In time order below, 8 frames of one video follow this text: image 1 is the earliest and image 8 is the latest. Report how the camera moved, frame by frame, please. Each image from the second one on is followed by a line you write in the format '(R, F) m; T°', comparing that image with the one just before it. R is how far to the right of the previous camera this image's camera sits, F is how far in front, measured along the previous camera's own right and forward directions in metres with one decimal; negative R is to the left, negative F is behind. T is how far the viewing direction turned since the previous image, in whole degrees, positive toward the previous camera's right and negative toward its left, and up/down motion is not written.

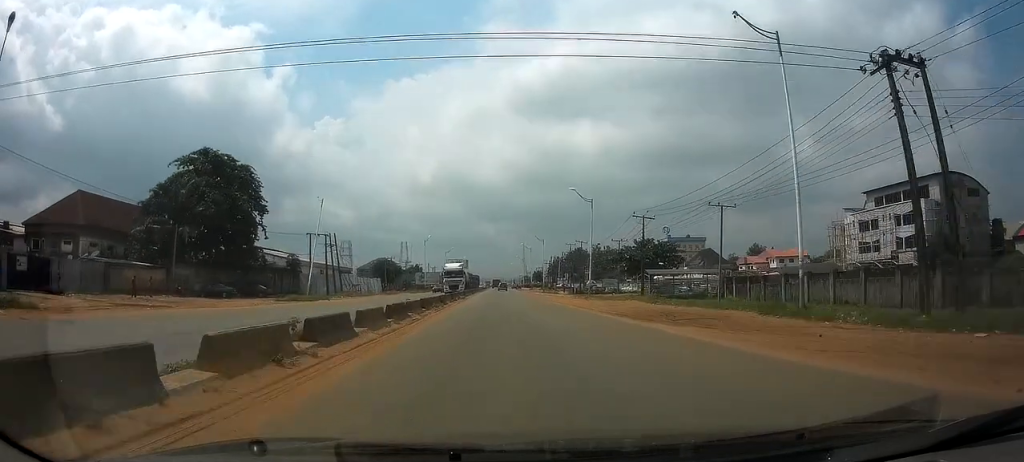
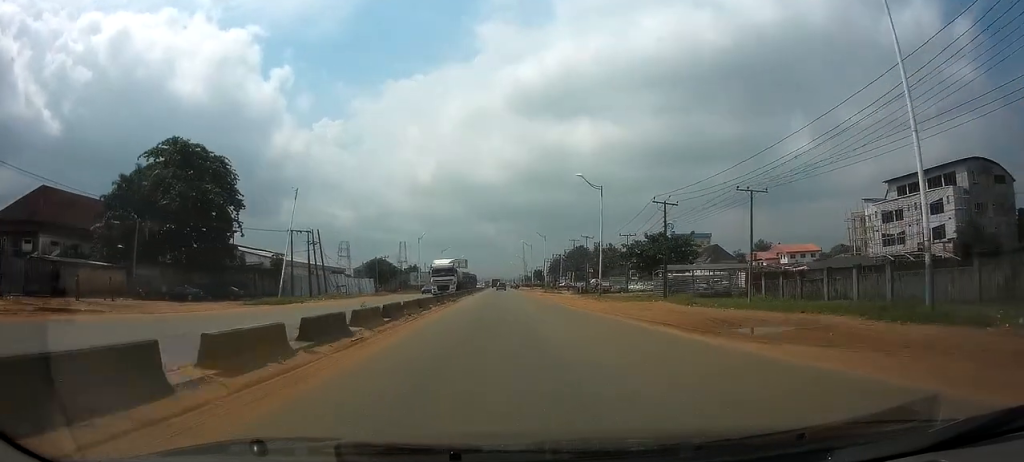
(+0.1, +7.0) m; 0°
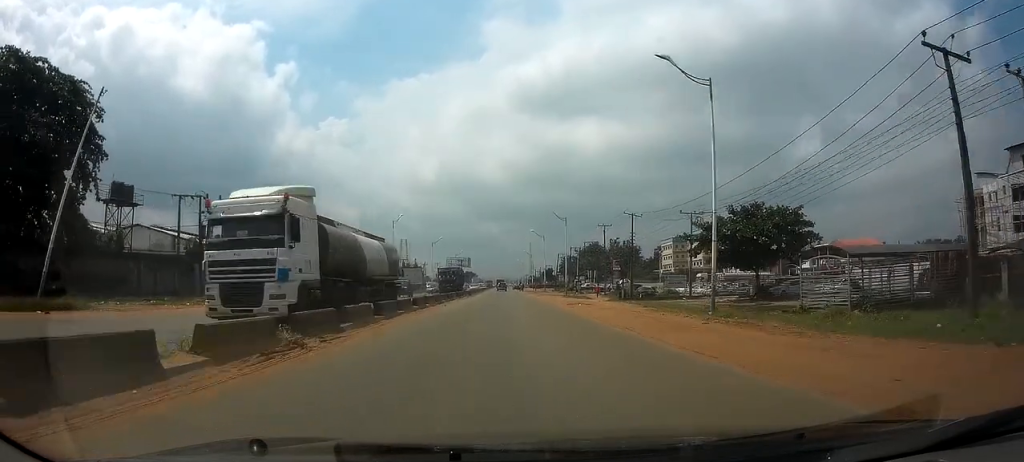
(0.0, +28.5) m; 0°
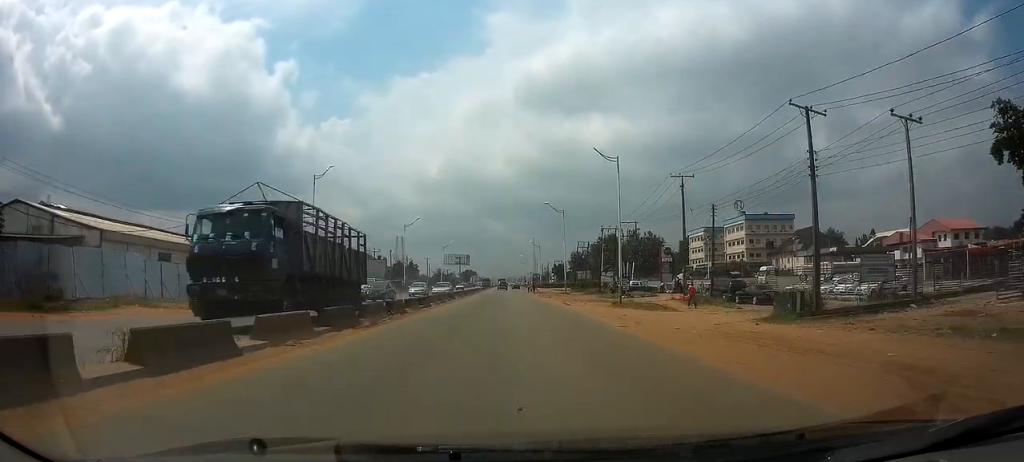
(-0.3, +34.3) m; -1°
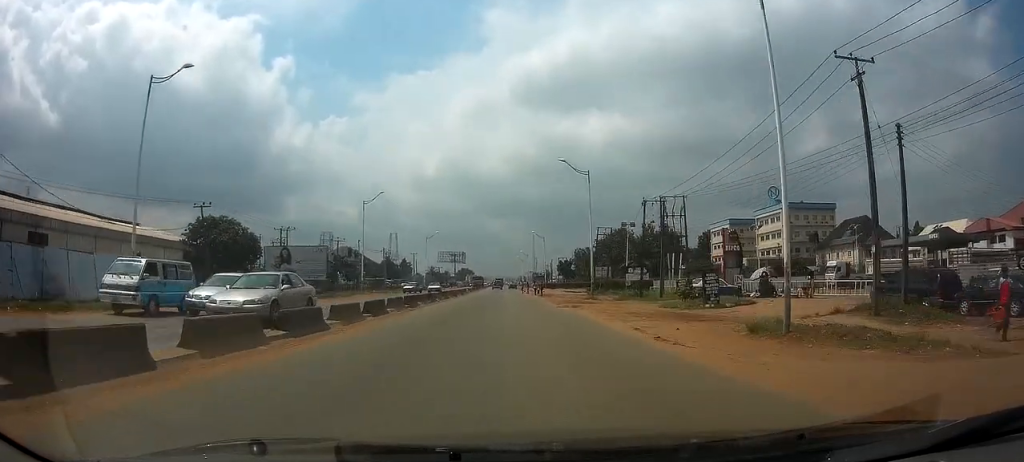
(0.0, +24.1) m; 0°
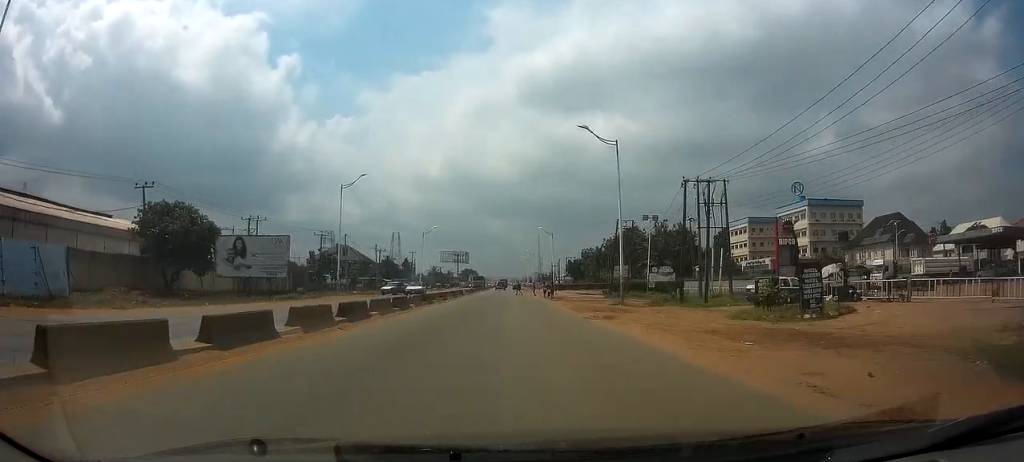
(+0.1, +10.5) m; 0°
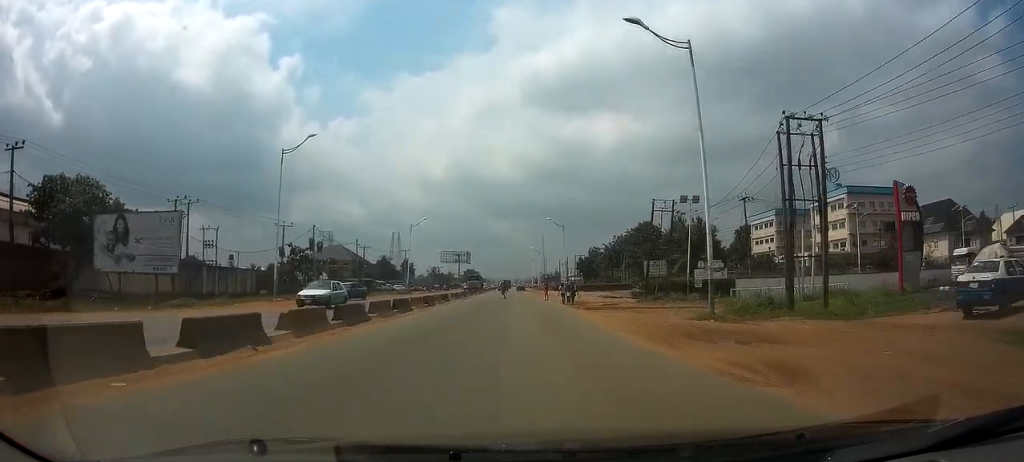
(0.0, +15.1) m; 0°
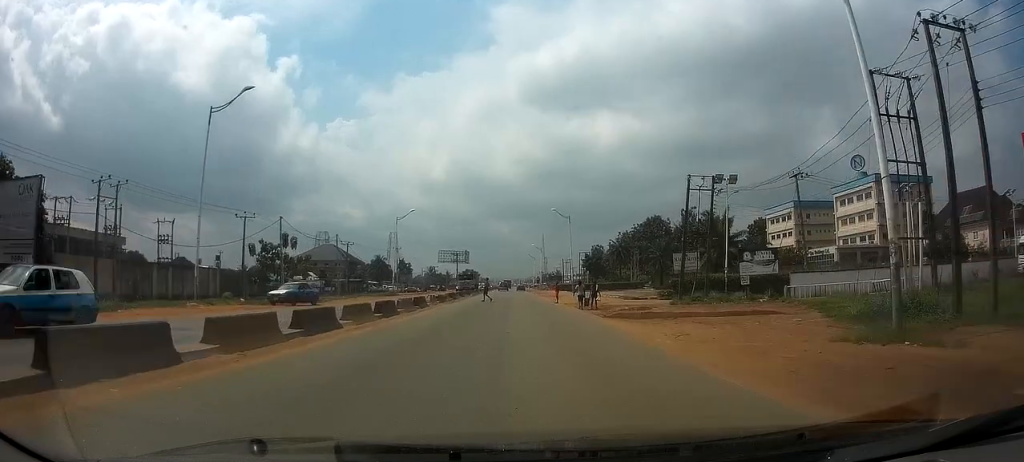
(0.0, +10.5) m; 0°
